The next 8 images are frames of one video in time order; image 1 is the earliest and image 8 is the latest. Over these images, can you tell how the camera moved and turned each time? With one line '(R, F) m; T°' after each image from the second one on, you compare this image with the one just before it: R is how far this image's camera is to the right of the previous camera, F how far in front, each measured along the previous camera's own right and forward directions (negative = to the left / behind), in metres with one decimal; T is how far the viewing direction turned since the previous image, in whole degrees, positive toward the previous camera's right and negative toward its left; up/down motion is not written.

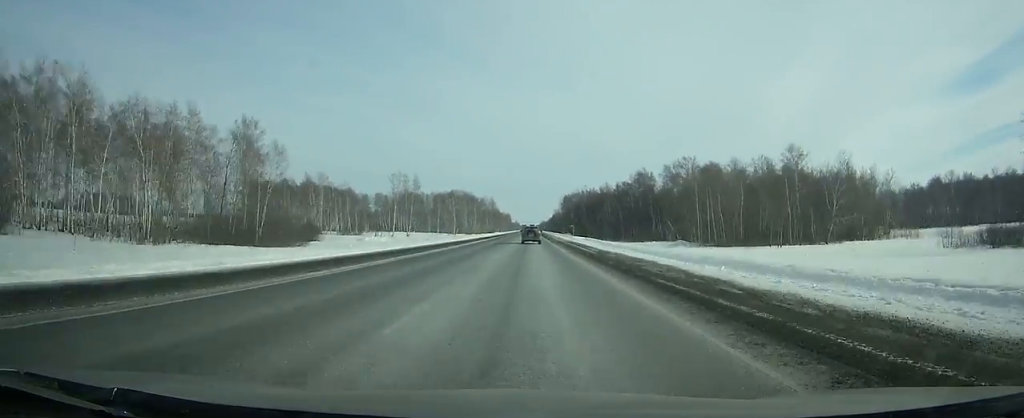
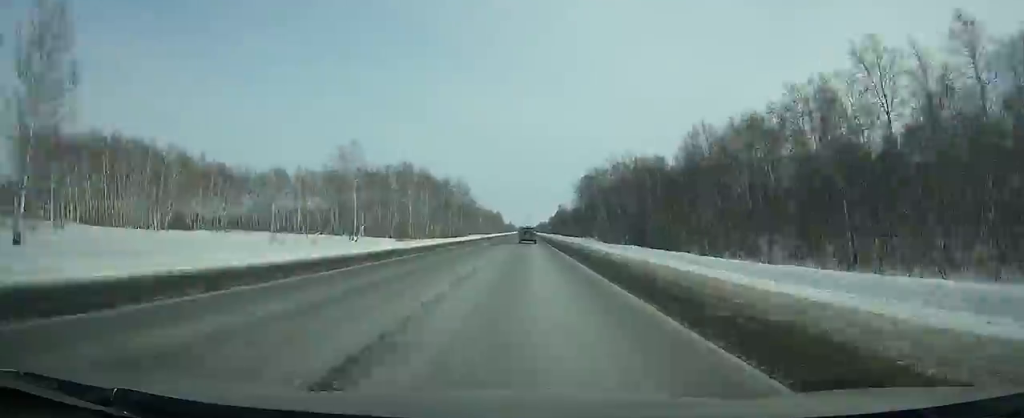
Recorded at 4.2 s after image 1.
(+0.5, +117.7) m; 0°
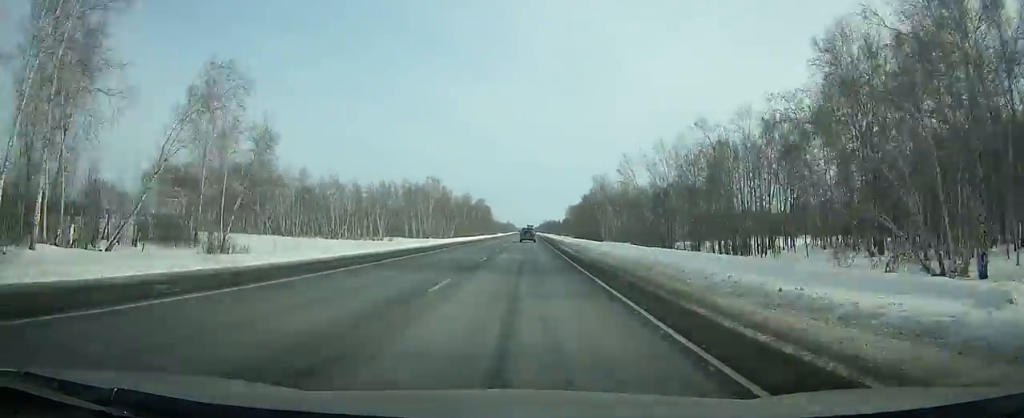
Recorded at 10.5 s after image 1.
(-0.4, +178.8) m; 0°
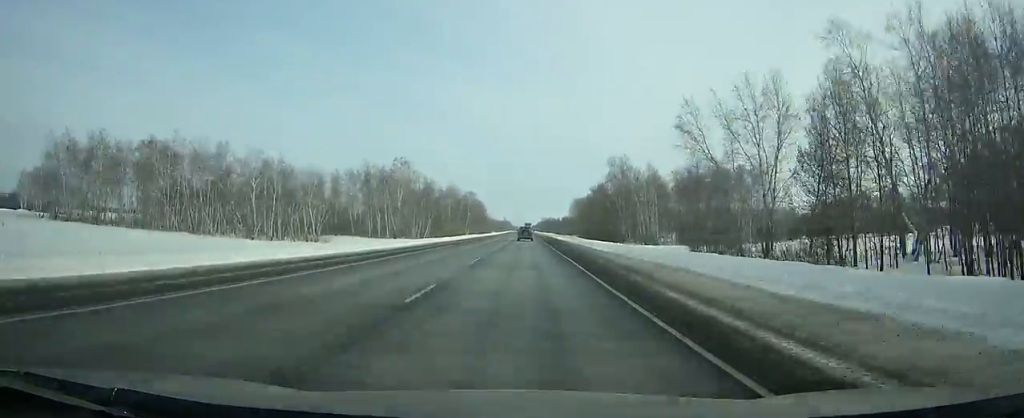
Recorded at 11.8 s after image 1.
(-0.1, +37.2) m; 0°
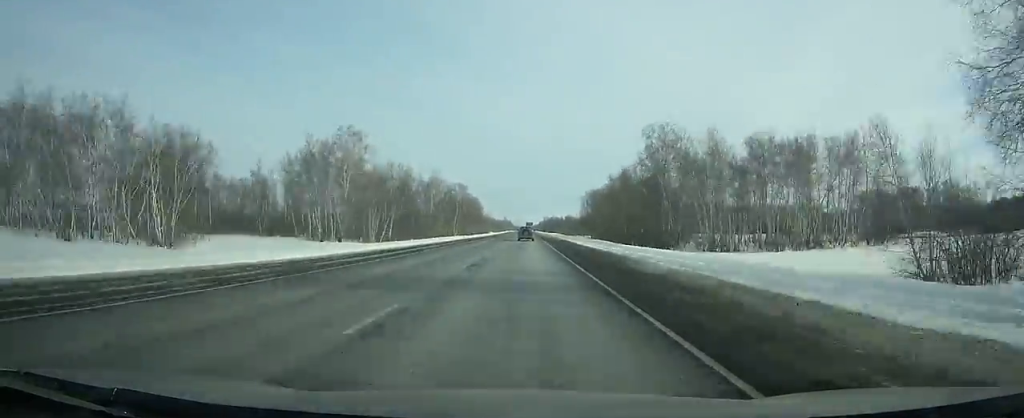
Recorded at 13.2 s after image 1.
(+0.1, +40.2) m; 0°
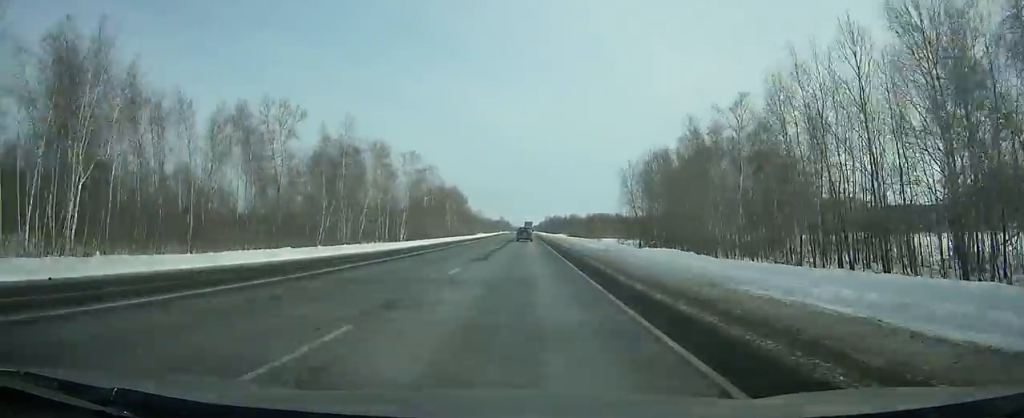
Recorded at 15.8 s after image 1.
(+0.2, +74.8) m; 0°
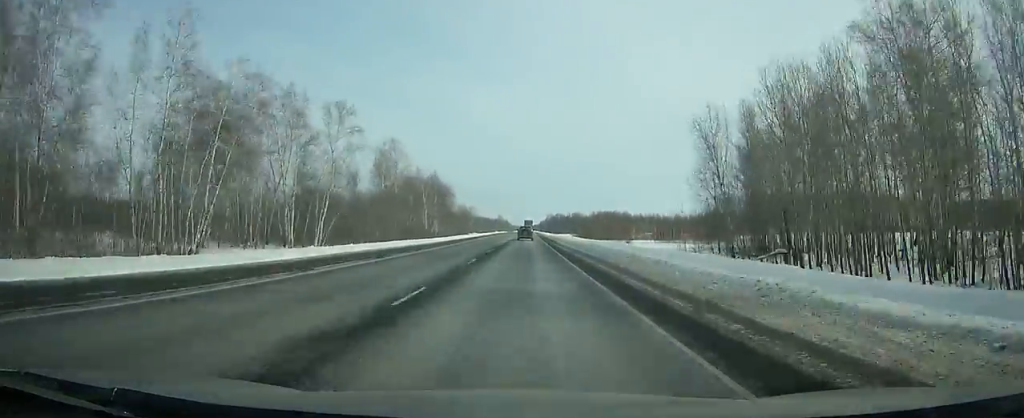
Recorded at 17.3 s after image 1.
(0.0, +43.1) m; 0°
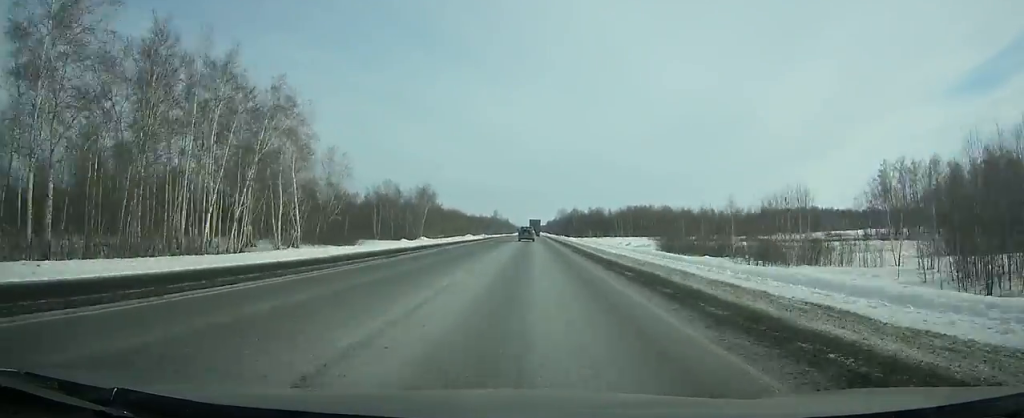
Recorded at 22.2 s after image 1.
(-0.4, +139.2) m; 0°
